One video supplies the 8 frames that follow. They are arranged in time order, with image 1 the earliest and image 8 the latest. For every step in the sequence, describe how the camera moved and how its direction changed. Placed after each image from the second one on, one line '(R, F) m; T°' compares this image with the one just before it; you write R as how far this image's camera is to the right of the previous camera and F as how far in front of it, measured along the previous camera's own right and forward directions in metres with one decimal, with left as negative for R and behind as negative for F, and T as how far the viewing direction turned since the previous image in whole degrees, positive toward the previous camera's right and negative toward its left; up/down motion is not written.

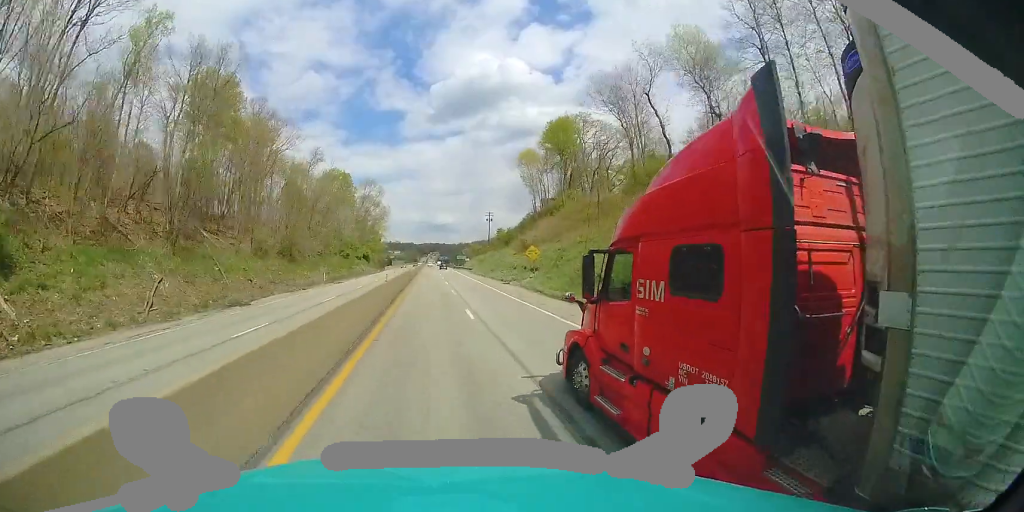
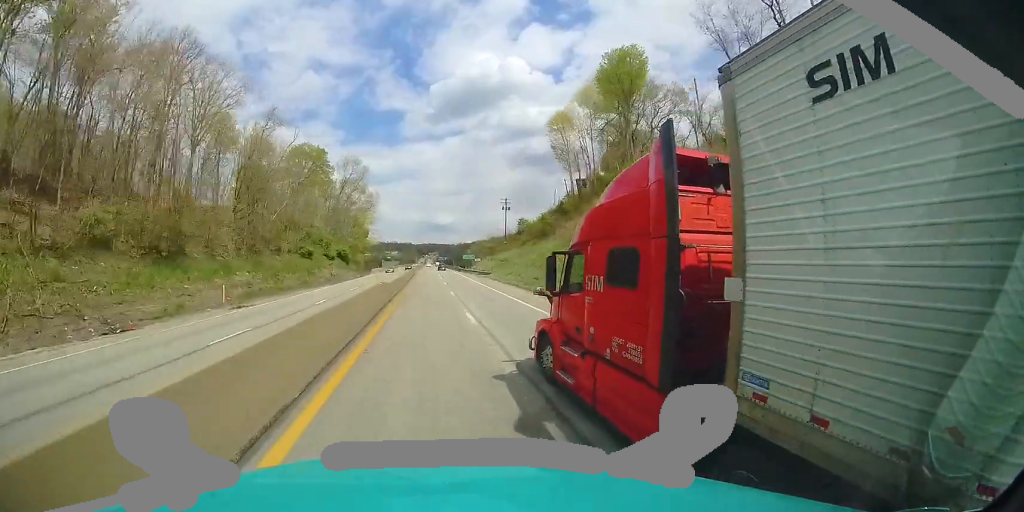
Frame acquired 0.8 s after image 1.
(-0.3, +25.4) m; 0°
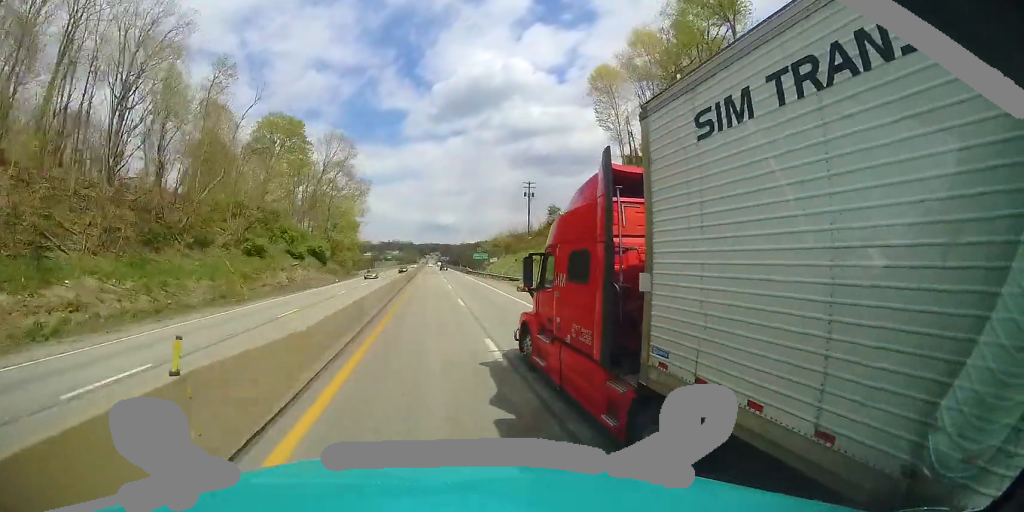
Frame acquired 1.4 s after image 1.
(+0.2, +18.0) m; +1°
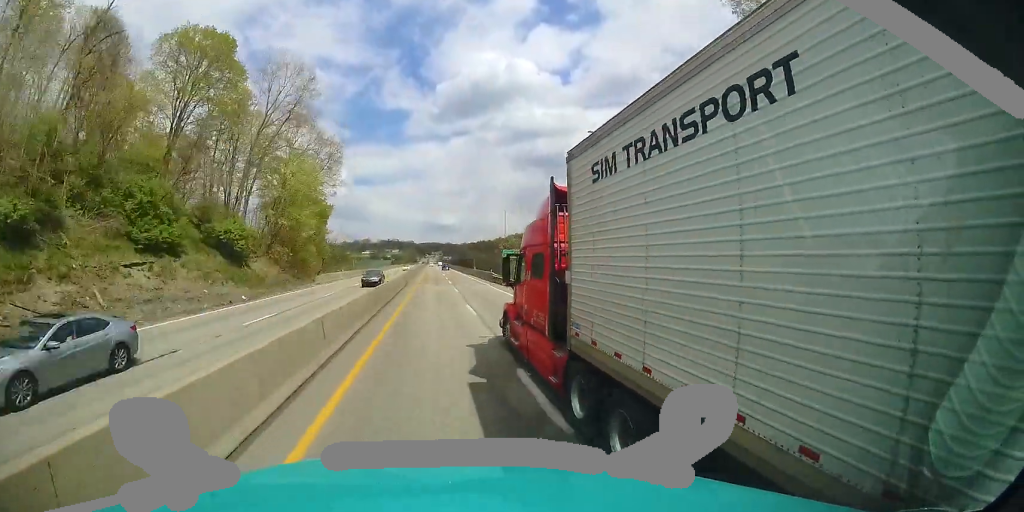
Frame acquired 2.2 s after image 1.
(0.0, +27.6) m; 0°
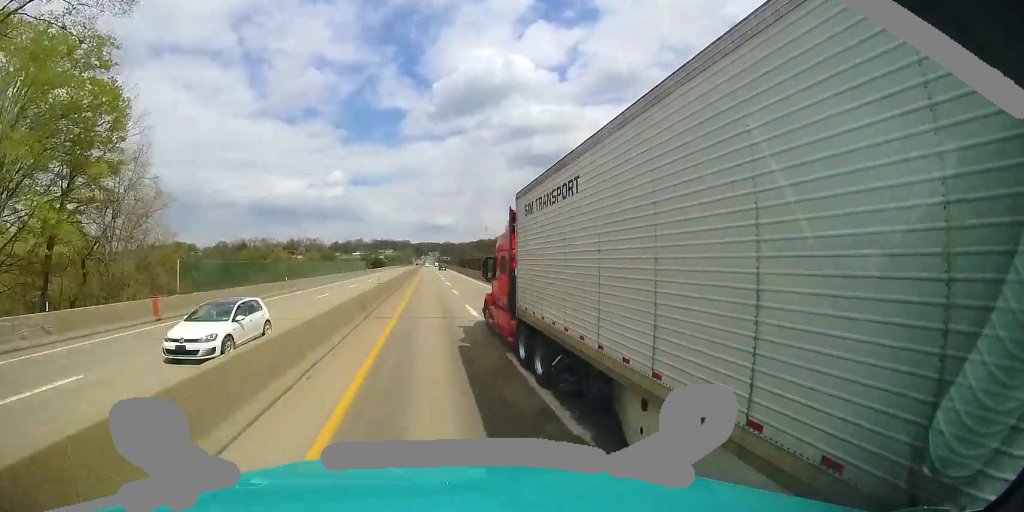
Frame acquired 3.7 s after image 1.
(-0.2, +47.0) m; -1°
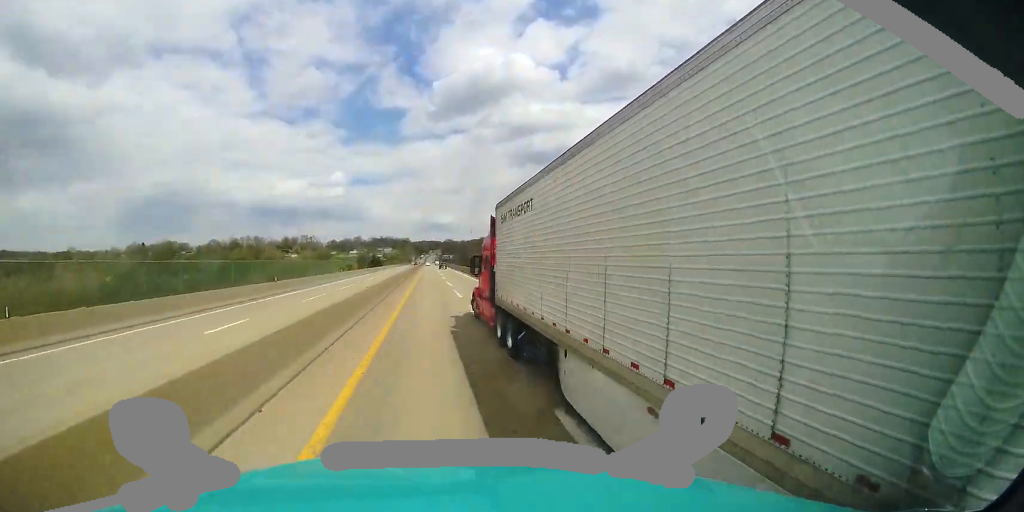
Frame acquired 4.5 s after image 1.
(-0.2, +26.7) m; -1°
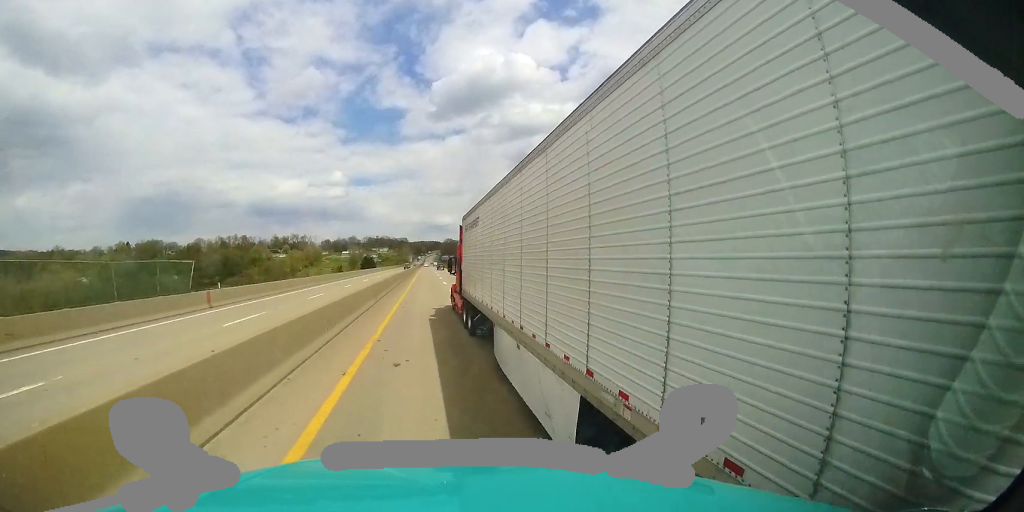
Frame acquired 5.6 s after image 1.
(0.0, +33.8) m; +1°
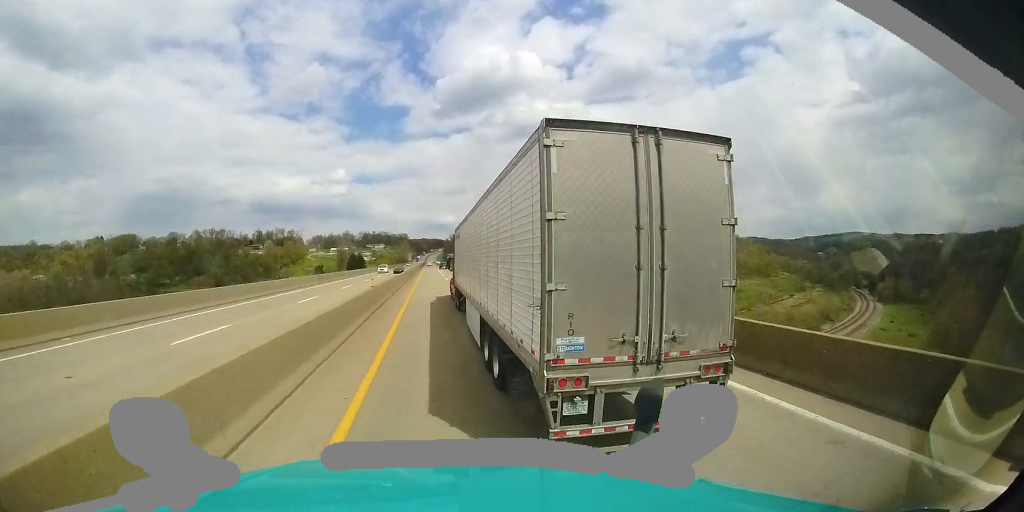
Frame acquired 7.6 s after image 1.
(+0.8, +63.7) m; +1°
